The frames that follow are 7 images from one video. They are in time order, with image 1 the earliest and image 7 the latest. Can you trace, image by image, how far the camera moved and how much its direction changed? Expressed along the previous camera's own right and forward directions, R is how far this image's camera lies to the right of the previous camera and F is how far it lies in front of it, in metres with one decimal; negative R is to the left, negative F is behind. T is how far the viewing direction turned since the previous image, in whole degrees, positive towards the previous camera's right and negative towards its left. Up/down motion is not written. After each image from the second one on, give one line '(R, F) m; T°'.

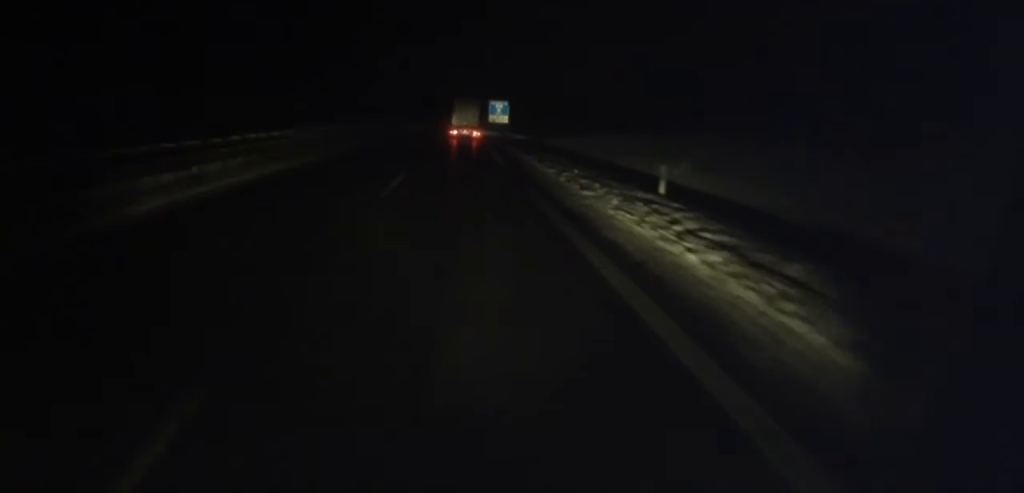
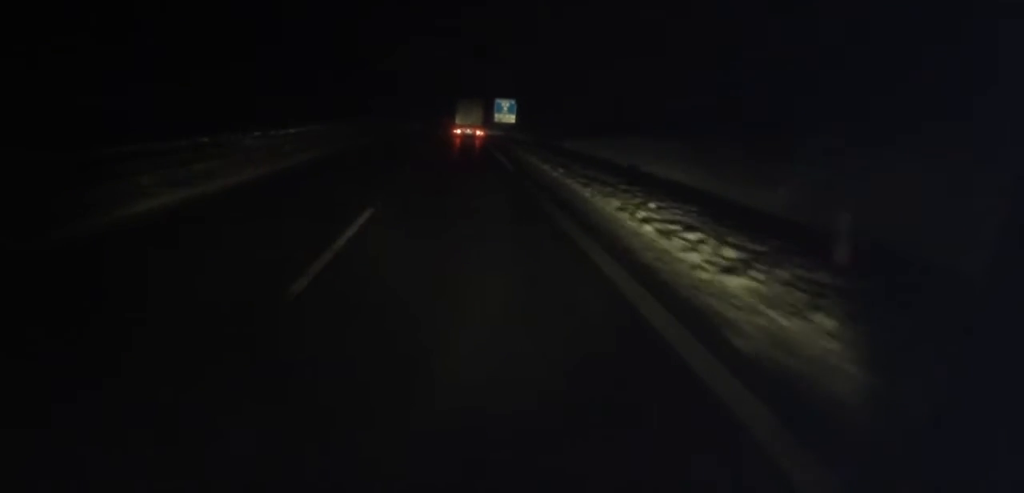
(-0.2, +9.4) m; 0°
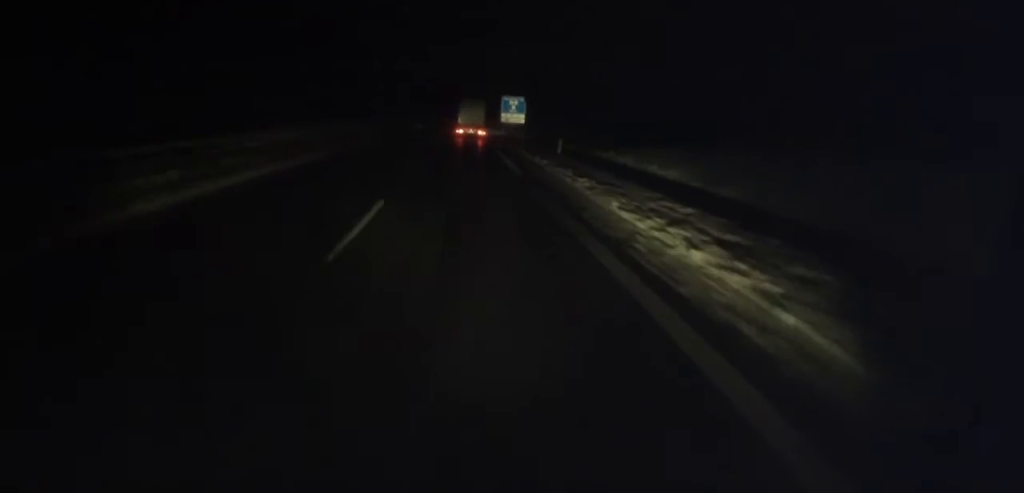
(-0.2, +16.4) m; 0°
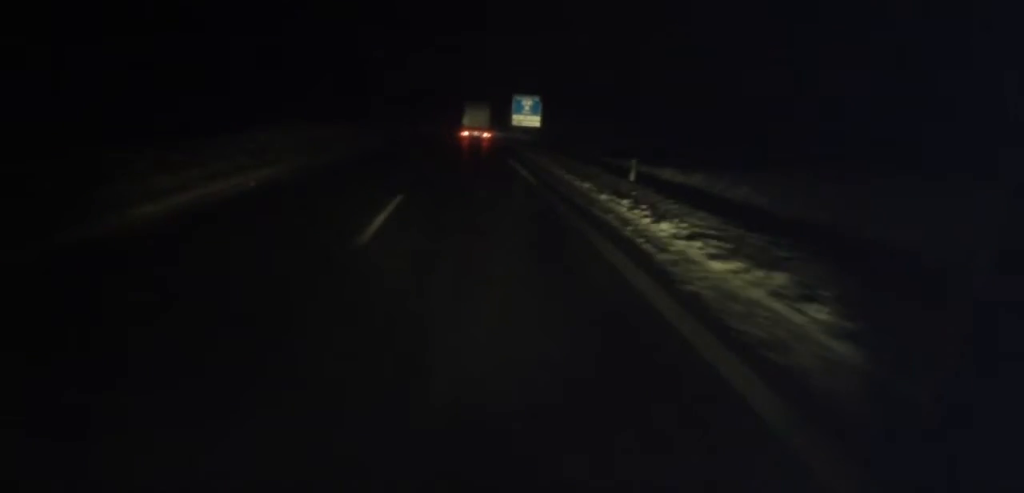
(+0.4, +16.4) m; 0°
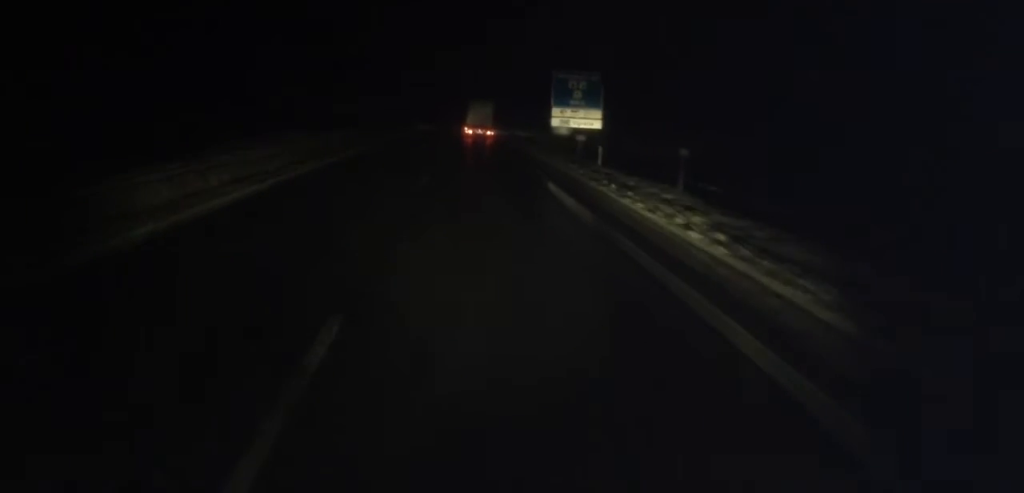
(-0.9, +45.1) m; 0°
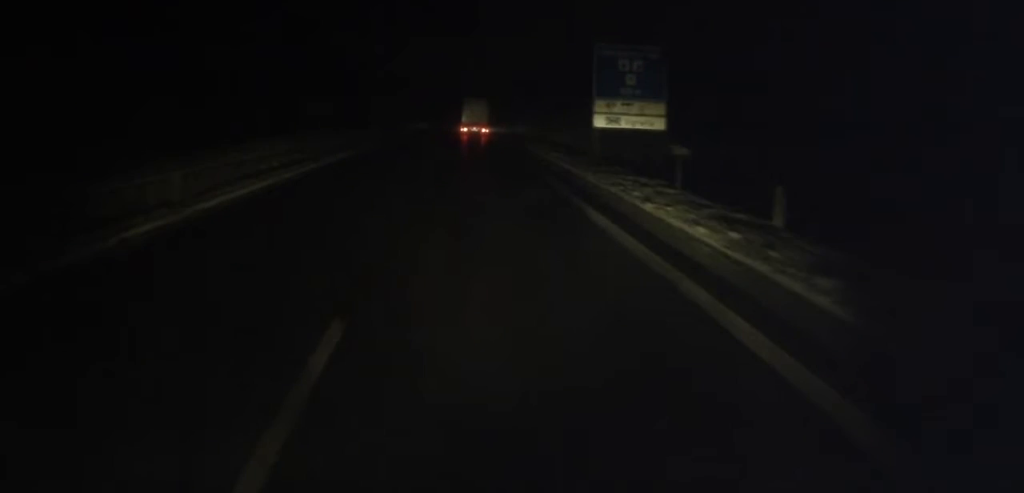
(+0.3, +17.7) m; 0°
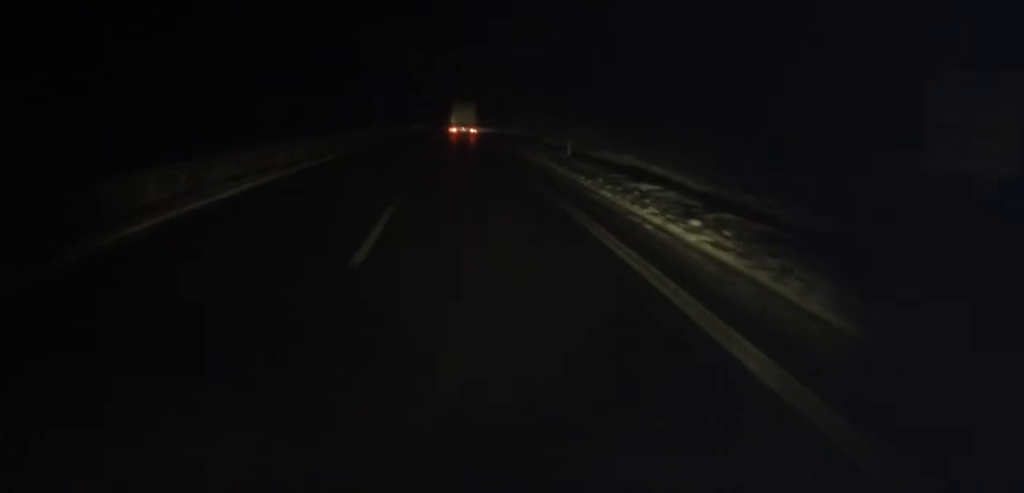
(-0.1, +27.1) m; -1°
